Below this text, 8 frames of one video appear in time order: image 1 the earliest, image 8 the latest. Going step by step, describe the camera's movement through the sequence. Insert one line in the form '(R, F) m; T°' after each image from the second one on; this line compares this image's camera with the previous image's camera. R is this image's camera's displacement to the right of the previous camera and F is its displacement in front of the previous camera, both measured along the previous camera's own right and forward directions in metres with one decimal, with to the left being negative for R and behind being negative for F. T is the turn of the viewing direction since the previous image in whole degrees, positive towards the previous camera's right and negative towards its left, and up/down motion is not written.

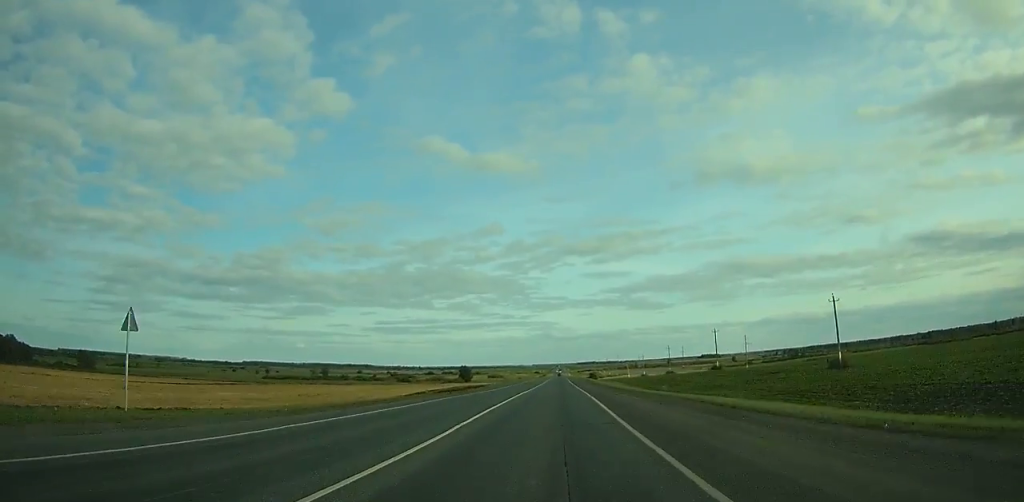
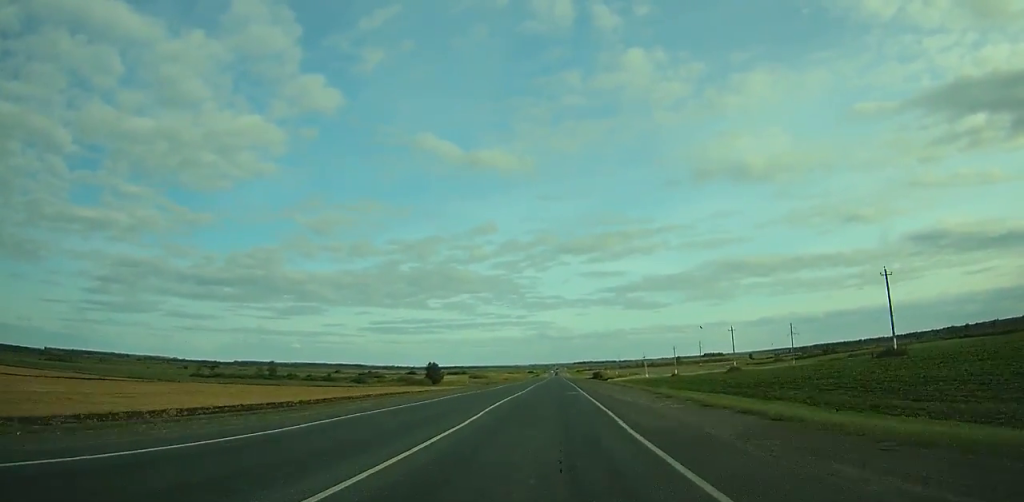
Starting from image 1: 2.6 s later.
(0.0, +74.3) m; 0°
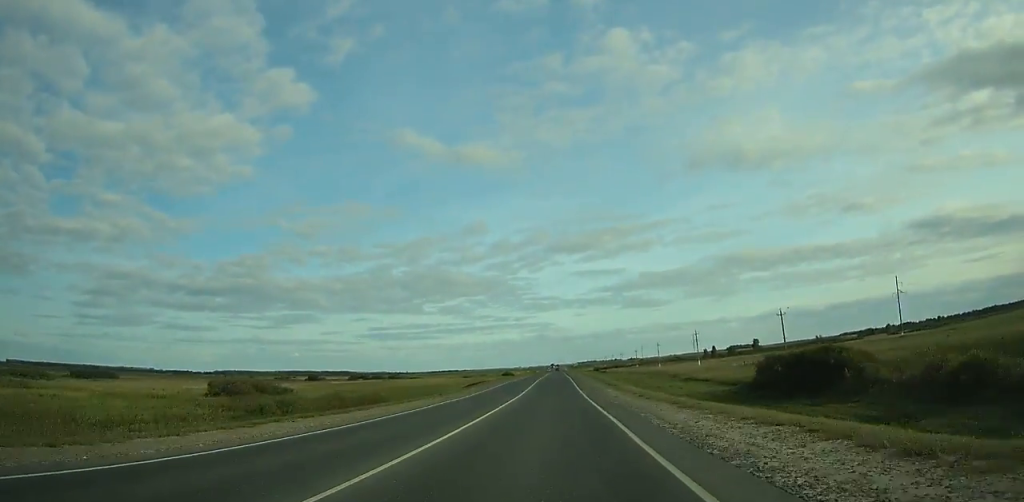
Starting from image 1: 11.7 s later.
(+0.6, +269.0) m; 0°
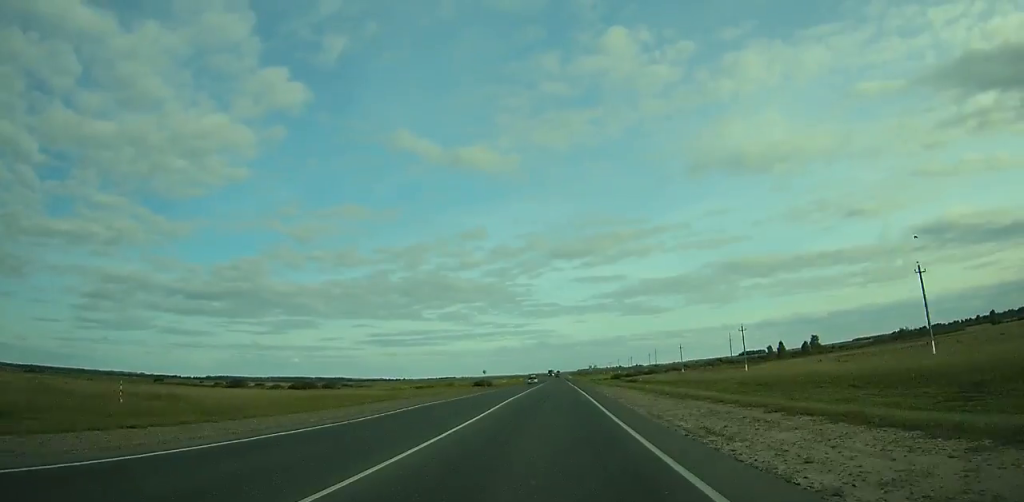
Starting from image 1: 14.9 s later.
(-0.2, +96.9) m; 0°
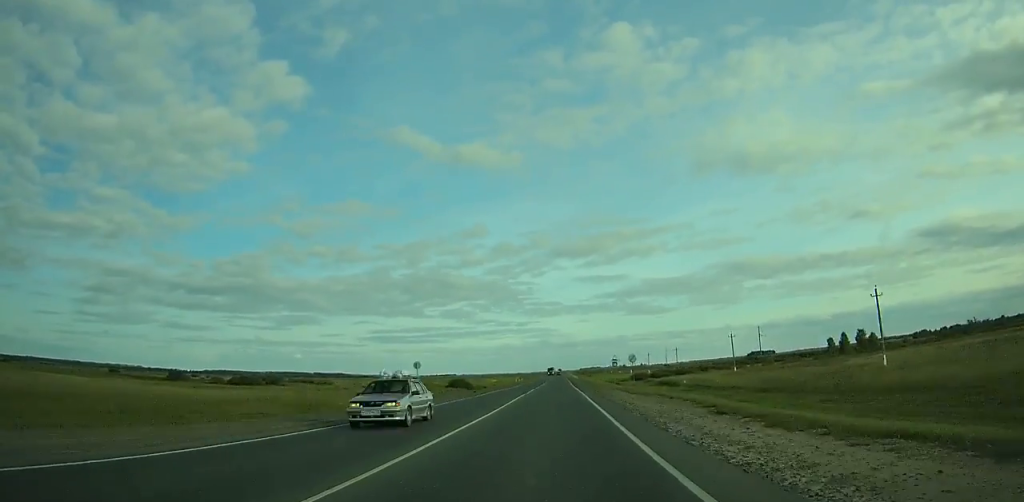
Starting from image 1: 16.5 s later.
(0.0, +48.5) m; 0°
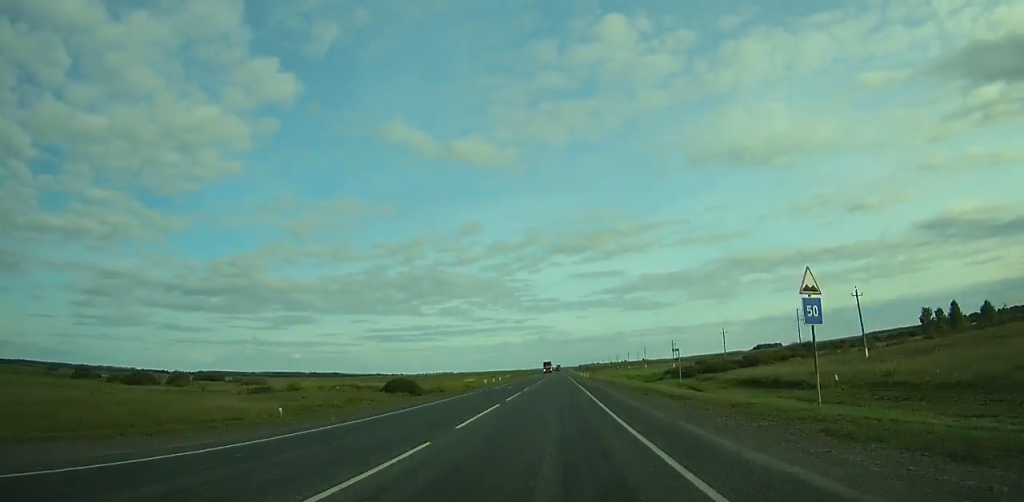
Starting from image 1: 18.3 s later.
(-0.1, +54.6) m; 0°
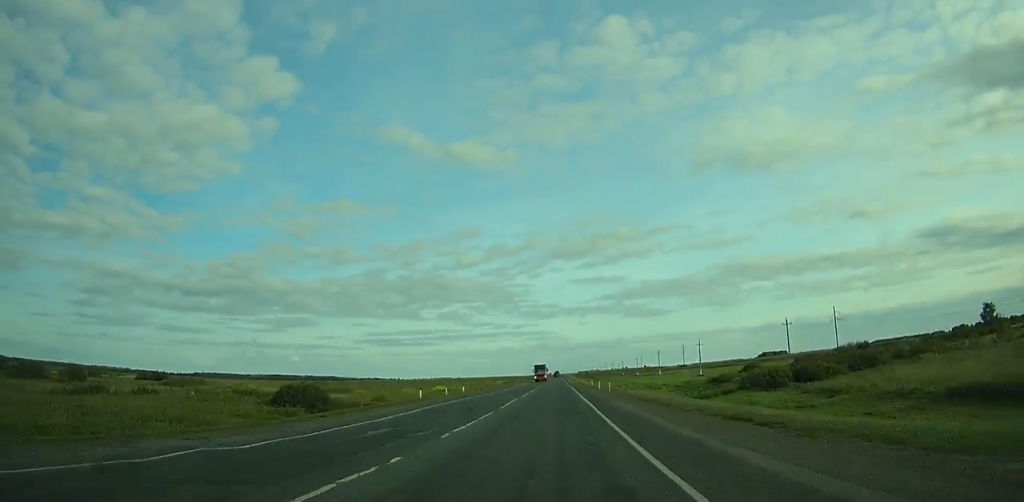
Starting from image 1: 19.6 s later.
(+0.1, +39.0) m; 0°
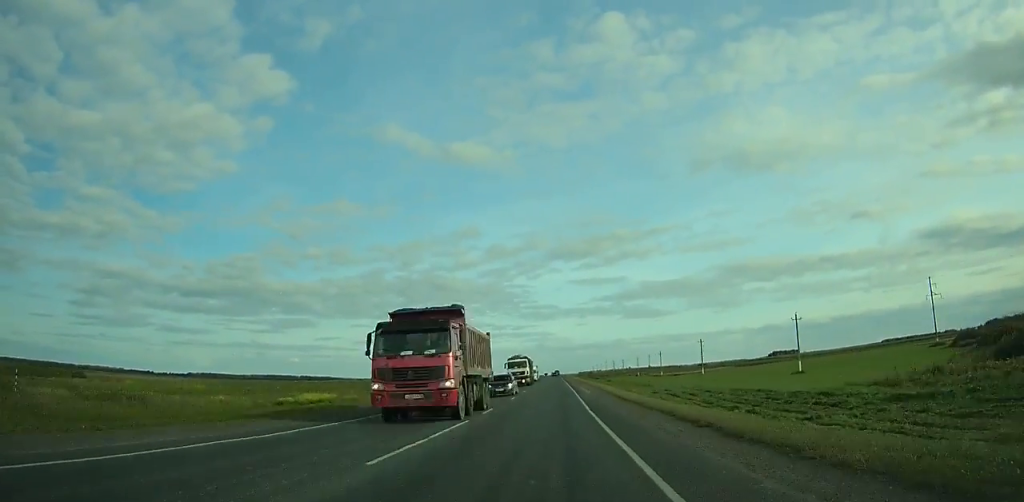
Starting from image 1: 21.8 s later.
(+0.1, +65.8) m; 0°
